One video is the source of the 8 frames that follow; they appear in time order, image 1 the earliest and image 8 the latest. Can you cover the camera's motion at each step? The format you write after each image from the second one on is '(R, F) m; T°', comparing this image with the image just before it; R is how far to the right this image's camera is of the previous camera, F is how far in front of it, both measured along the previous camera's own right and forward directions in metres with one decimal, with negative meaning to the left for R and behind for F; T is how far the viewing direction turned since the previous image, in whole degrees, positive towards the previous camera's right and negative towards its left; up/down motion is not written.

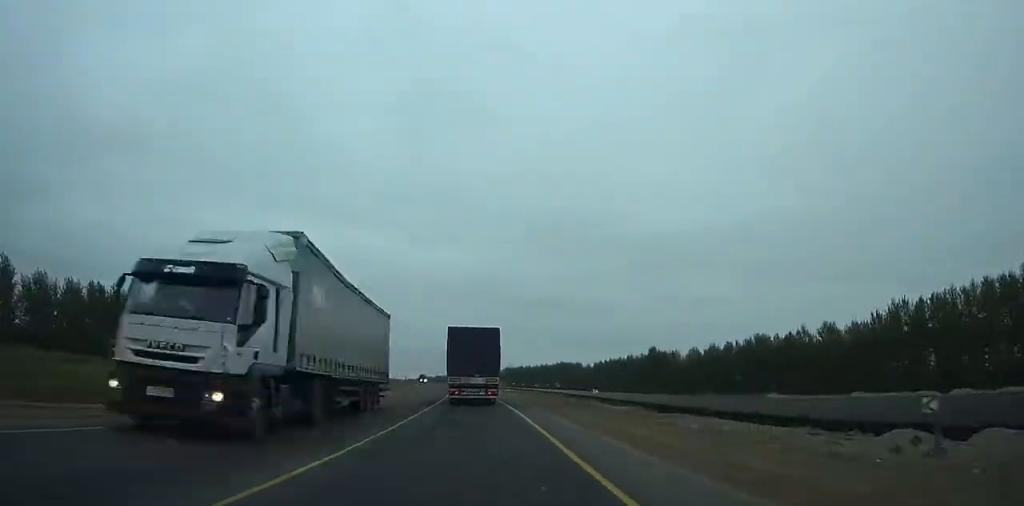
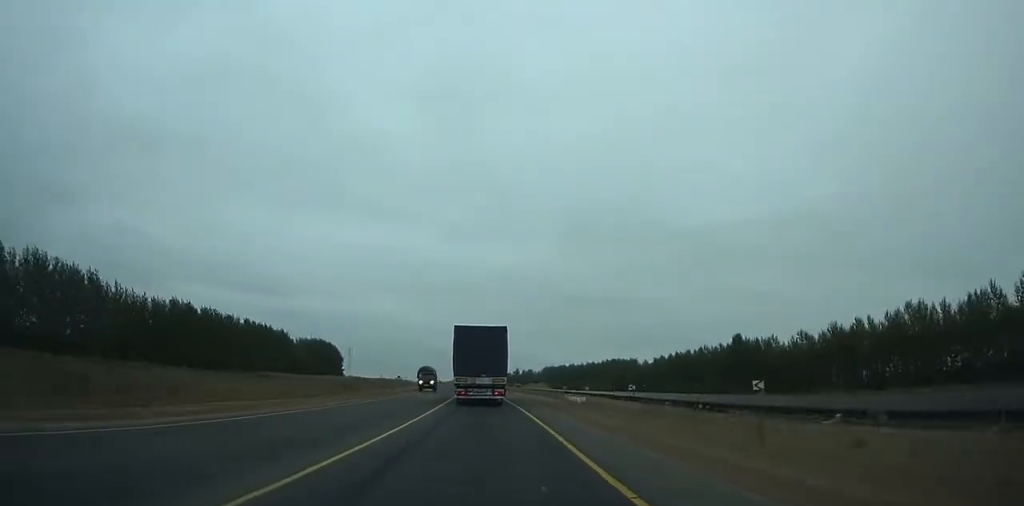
(-1.2, +52.2) m; -3°
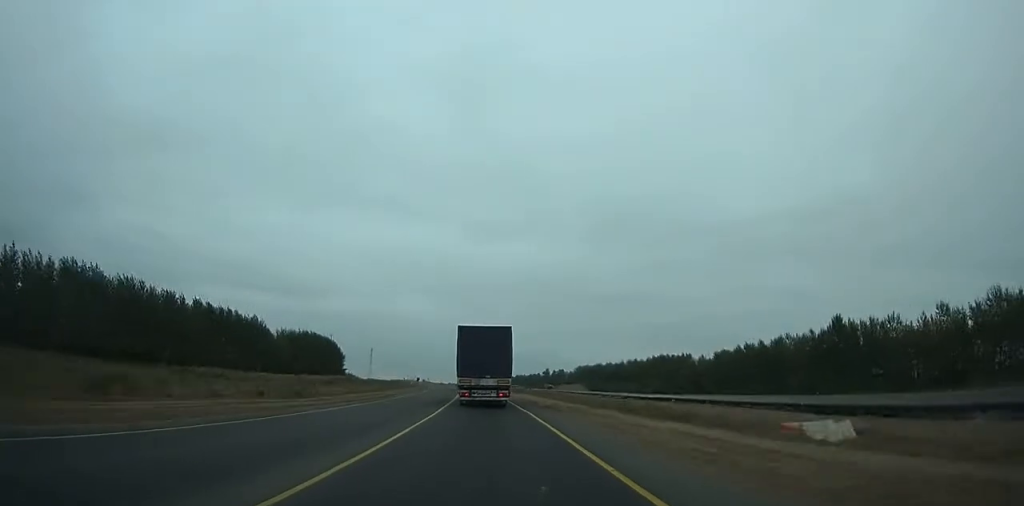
(-0.9, +44.7) m; -3°
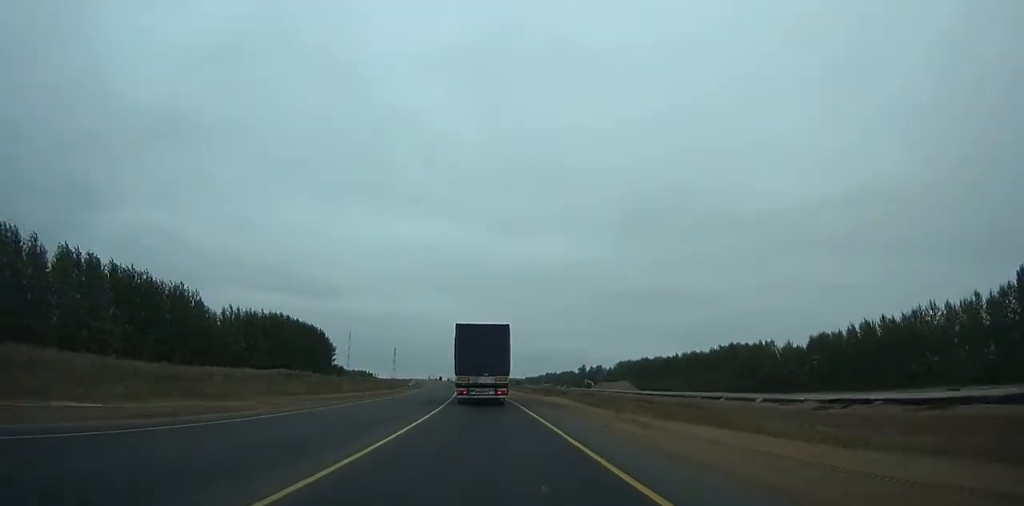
(-1.1, +52.8) m; -3°
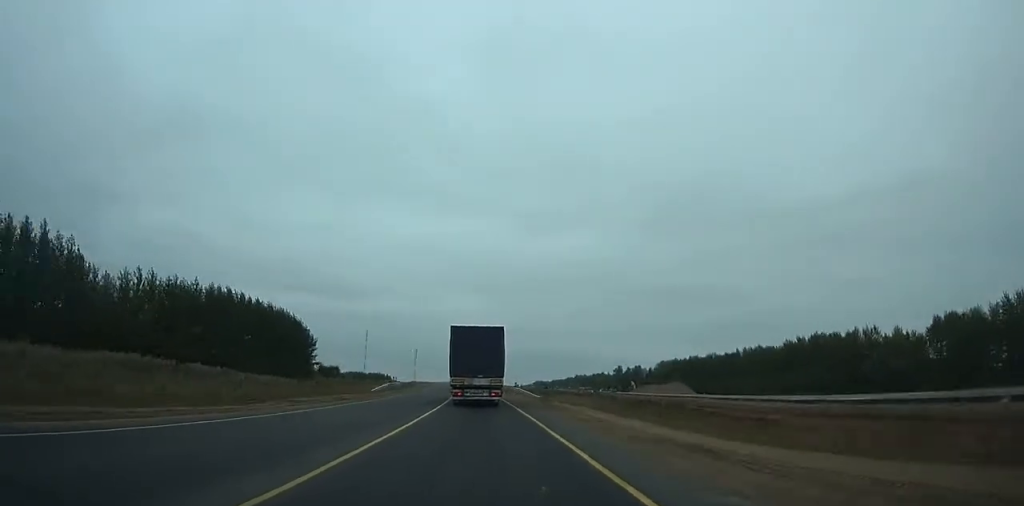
(-1.0, +45.3) m; -2°
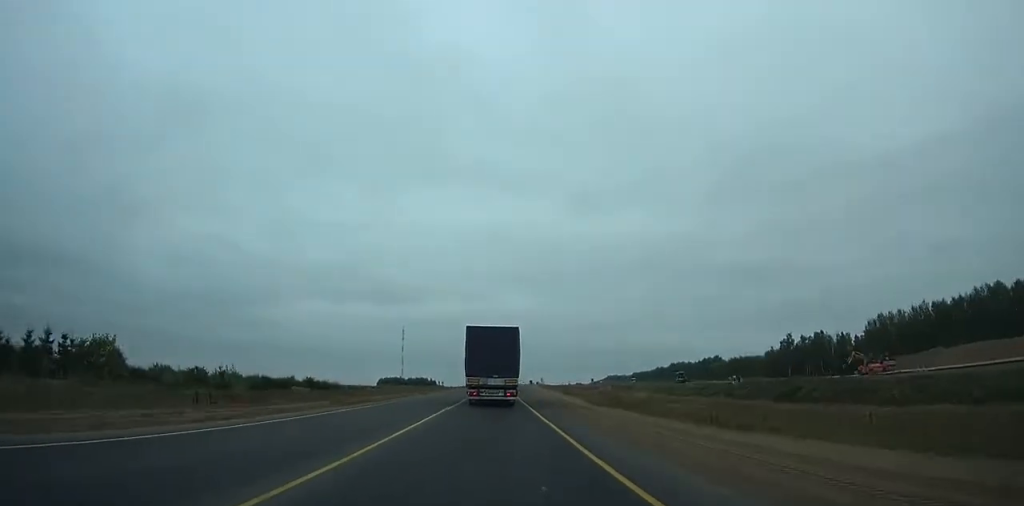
(-12.8, +159.1) m; -7°
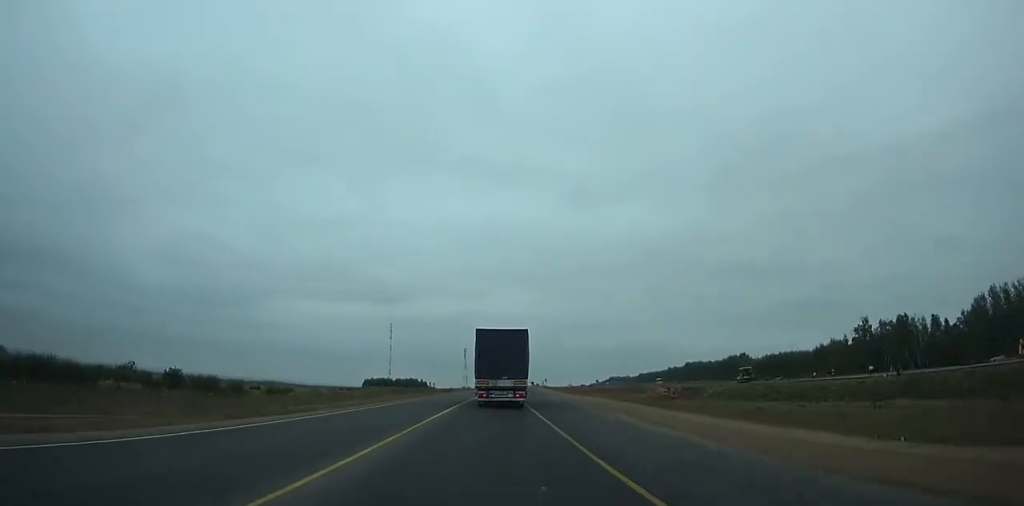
(-0.1, +54.8) m; 0°
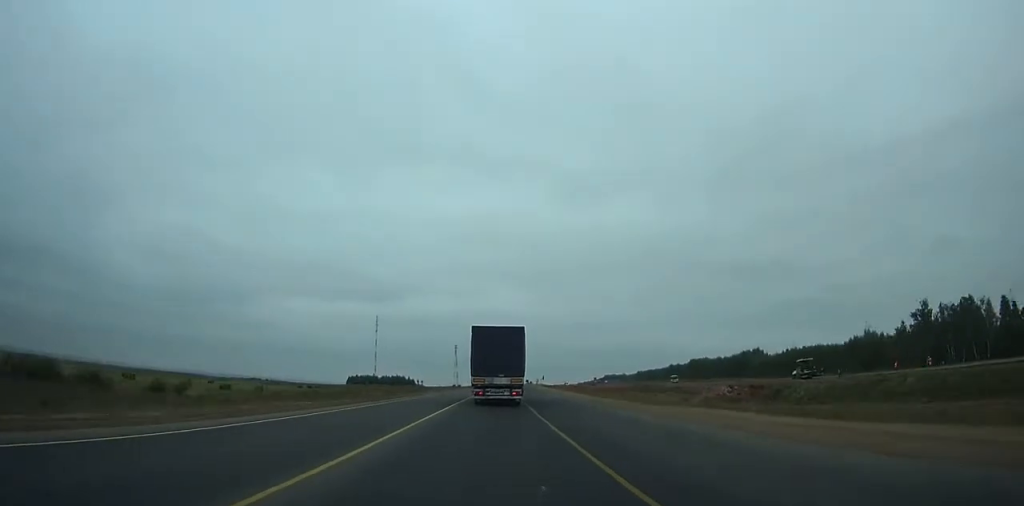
(0.0, +32.7) m; +1°
